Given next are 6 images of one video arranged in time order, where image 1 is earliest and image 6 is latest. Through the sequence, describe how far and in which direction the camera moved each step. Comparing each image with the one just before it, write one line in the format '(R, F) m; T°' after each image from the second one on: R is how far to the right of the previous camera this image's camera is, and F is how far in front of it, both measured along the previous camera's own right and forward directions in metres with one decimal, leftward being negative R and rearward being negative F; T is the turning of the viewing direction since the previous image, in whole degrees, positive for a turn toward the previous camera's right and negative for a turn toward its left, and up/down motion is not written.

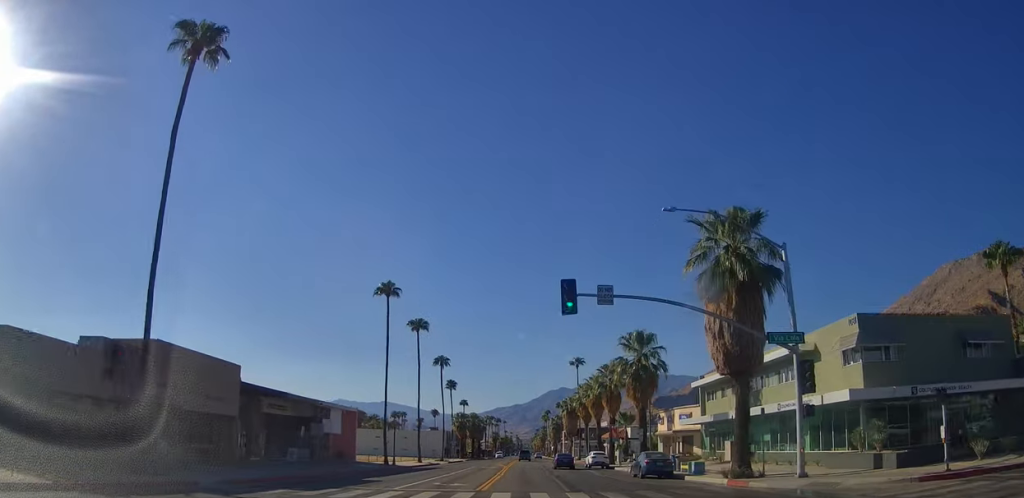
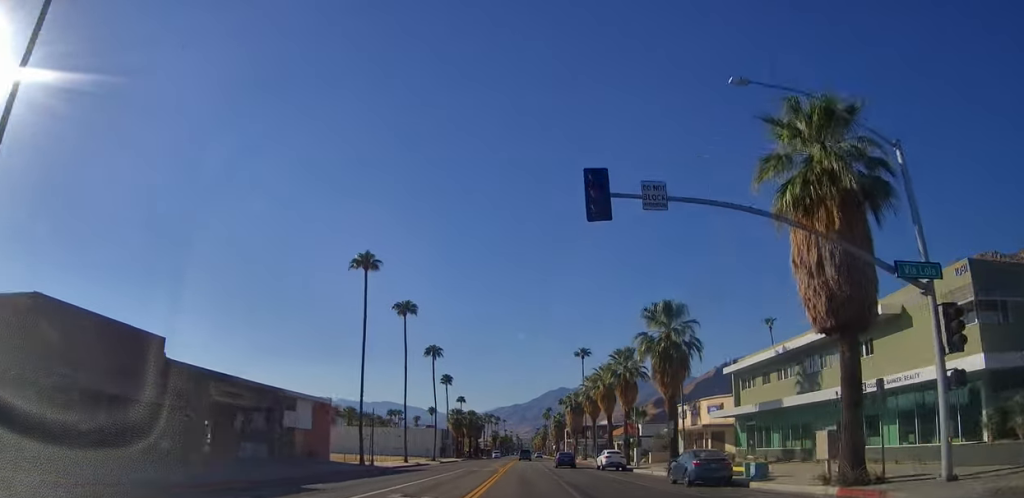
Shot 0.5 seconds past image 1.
(0.0, +8.8) m; 0°
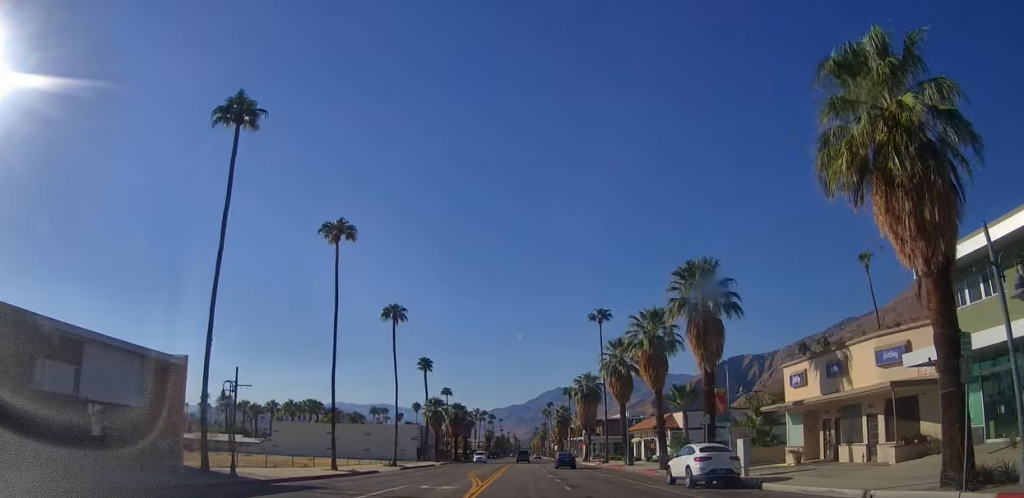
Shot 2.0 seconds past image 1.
(0.0, +24.9) m; 0°
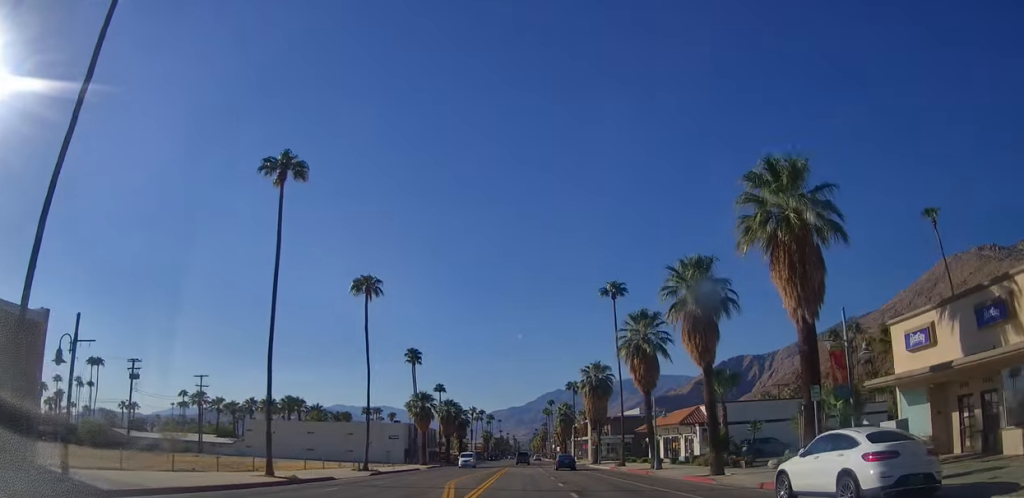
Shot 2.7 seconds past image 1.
(0.0, +11.0) m; 0°
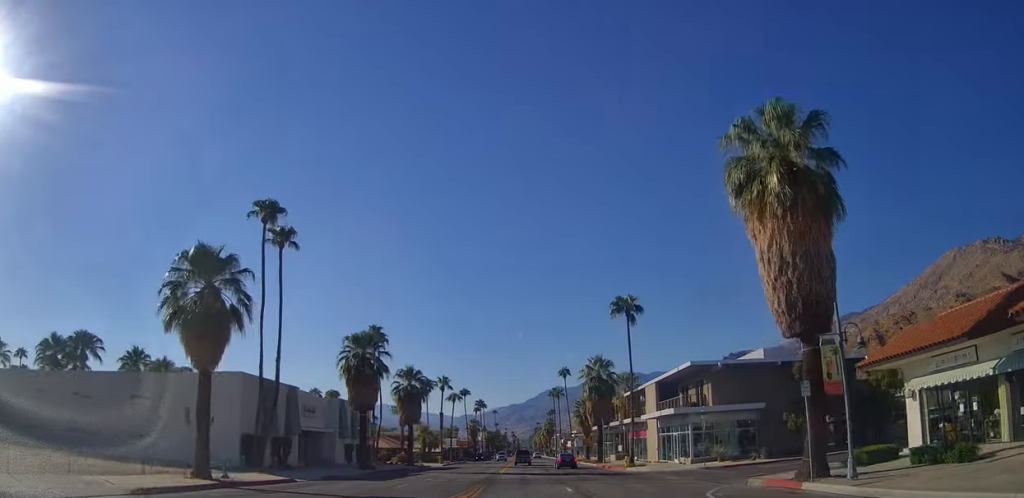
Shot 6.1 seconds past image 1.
(0.0, +55.8) m; 0°
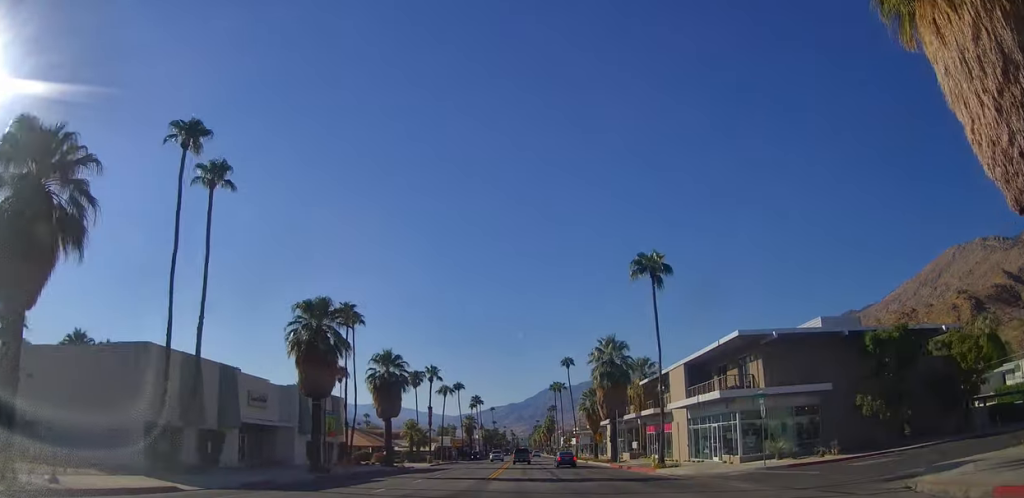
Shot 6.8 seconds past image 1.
(0.0, +10.9) m; 0°
